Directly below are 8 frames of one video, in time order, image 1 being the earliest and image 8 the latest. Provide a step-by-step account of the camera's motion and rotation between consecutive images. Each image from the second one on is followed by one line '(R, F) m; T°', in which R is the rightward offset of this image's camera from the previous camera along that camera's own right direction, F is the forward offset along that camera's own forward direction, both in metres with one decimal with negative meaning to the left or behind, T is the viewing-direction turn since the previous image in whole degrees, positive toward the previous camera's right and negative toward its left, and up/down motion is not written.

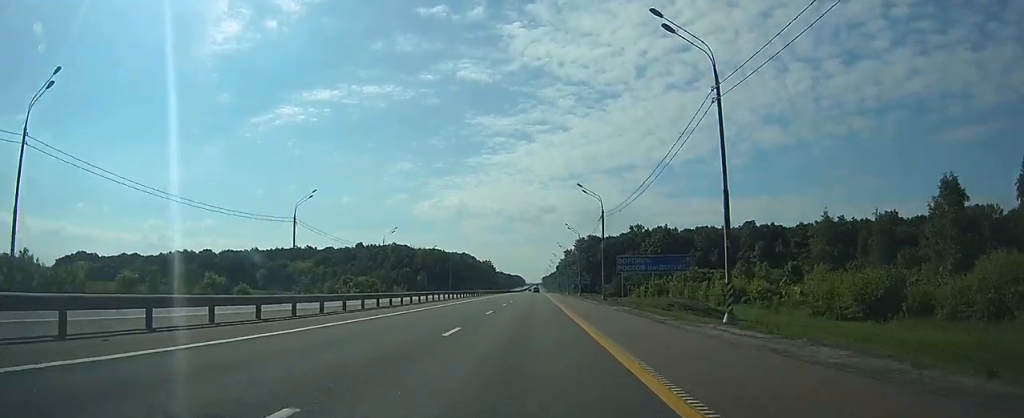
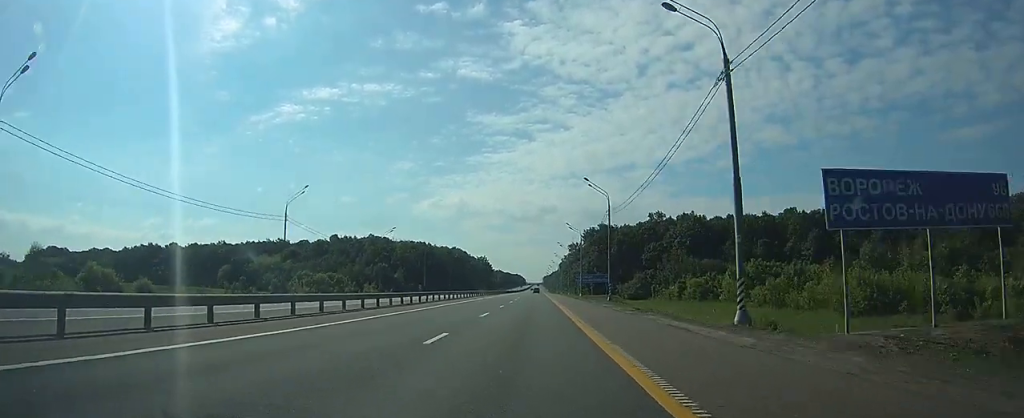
(+0.2, +39.0) m; +1°
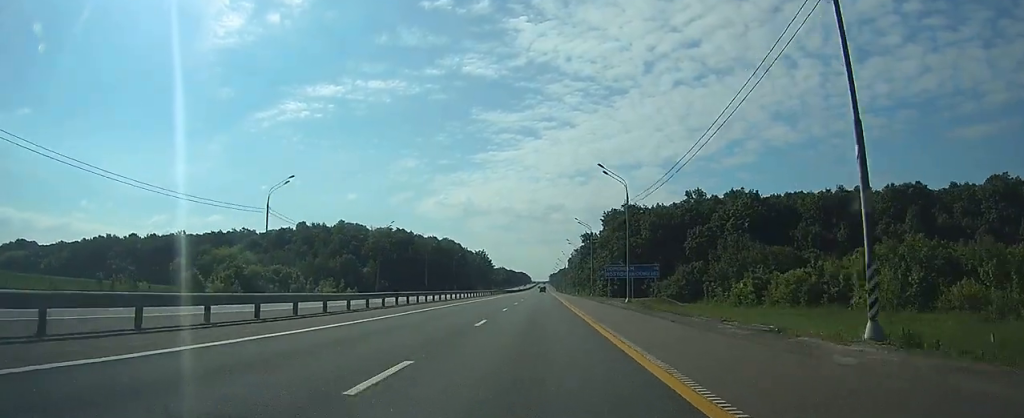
(-0.1, +42.9) m; 0°
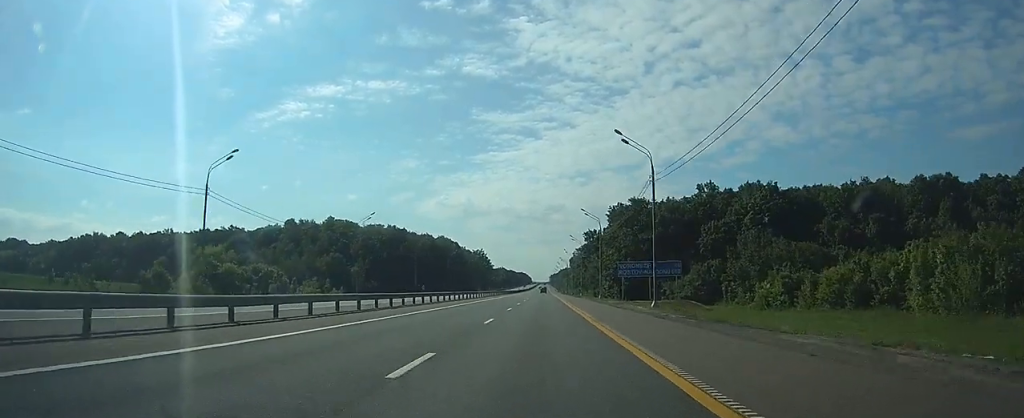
(0.0, +10.8) m; 0°
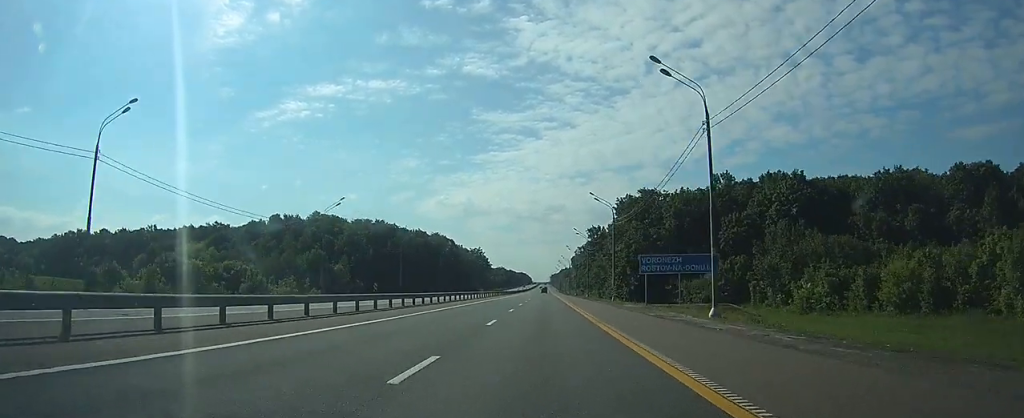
(0.0, +12.6) m; 0°
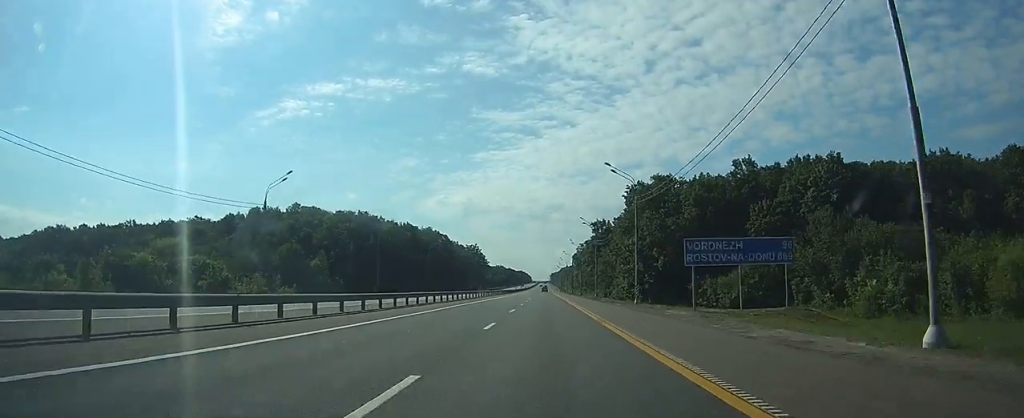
(0.0, +14.5) m; 0°
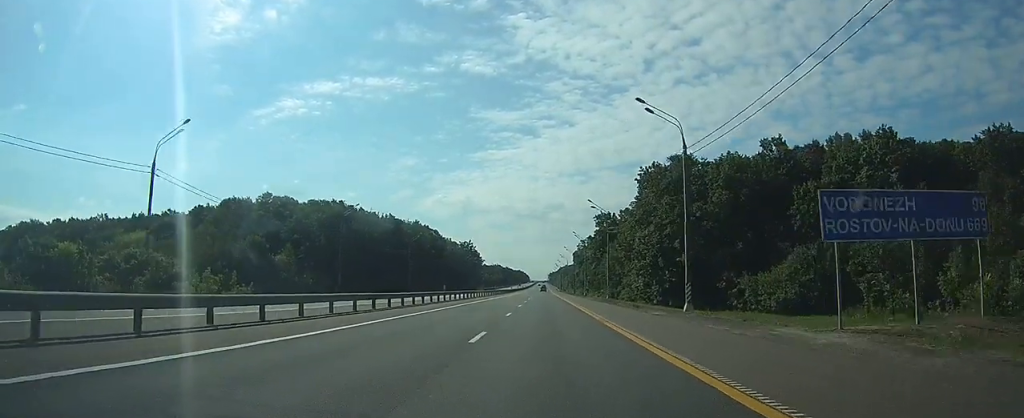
(0.0, +16.4) m; 0°
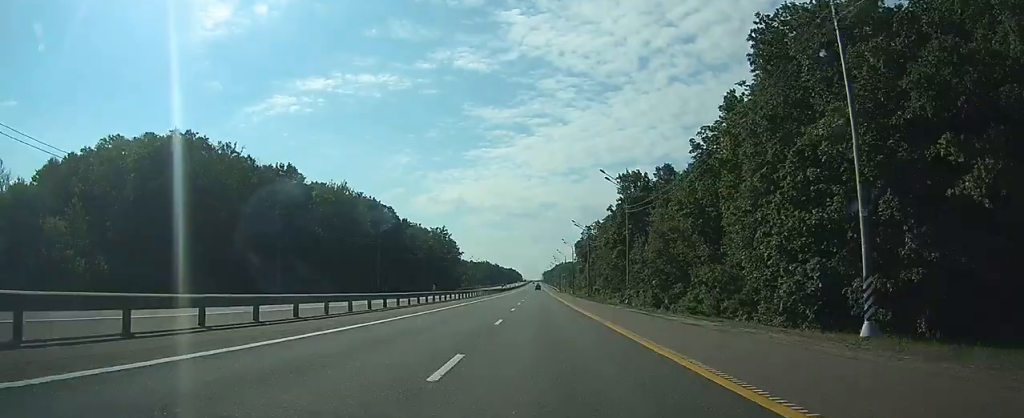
(+0.1, +54.4) m; 0°
